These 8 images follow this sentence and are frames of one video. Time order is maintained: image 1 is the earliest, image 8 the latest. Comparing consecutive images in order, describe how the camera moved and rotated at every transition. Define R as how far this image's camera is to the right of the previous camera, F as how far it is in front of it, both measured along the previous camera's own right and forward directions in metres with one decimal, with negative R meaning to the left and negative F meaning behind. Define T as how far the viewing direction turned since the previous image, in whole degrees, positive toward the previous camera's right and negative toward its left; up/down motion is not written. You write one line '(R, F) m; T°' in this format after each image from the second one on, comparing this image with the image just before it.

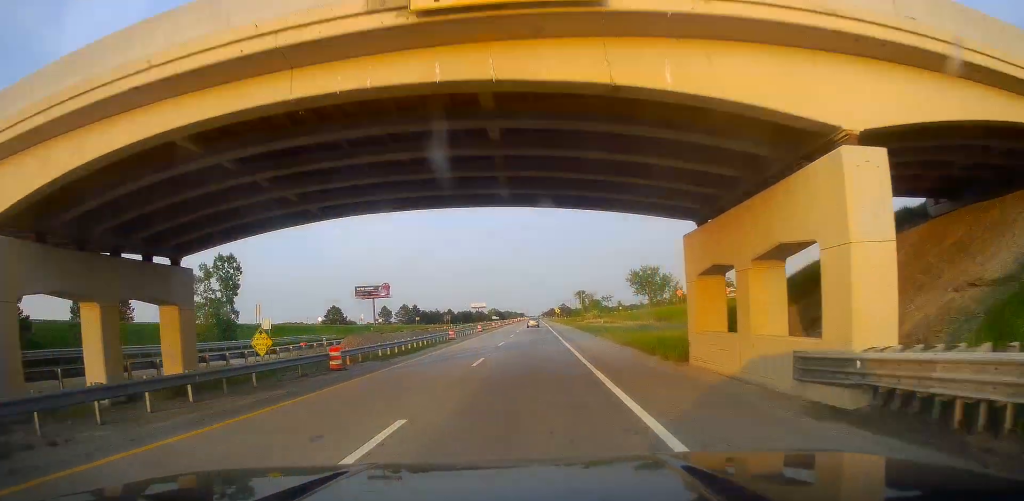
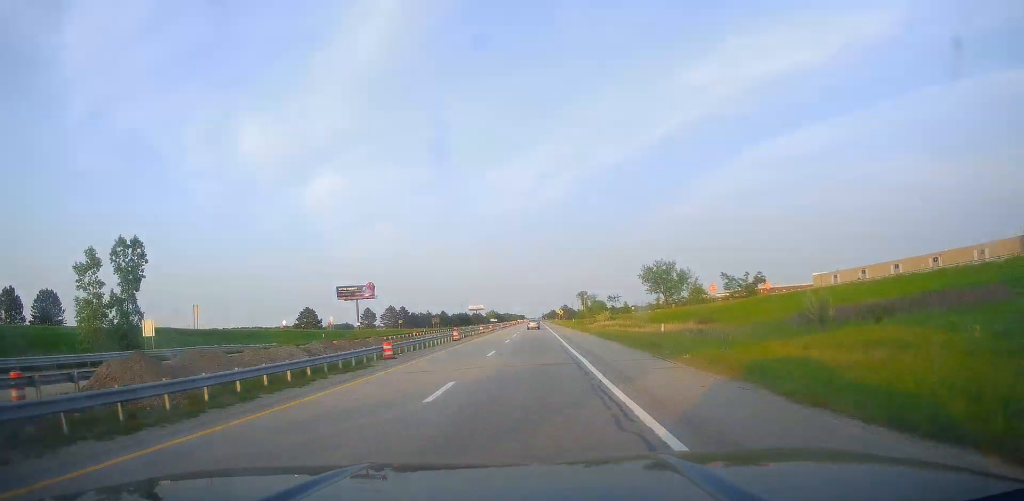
(0.0, +24.1) m; -1°
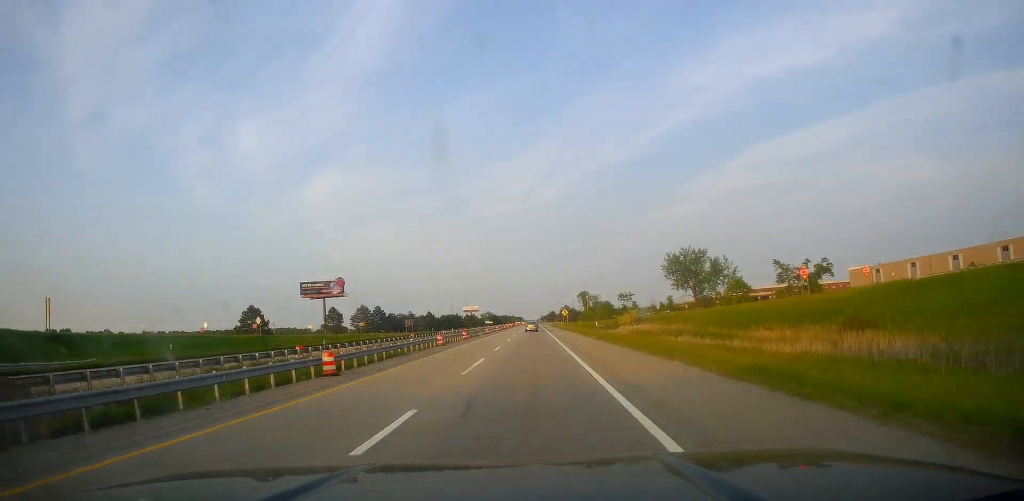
(-0.3, +35.4) m; -1°
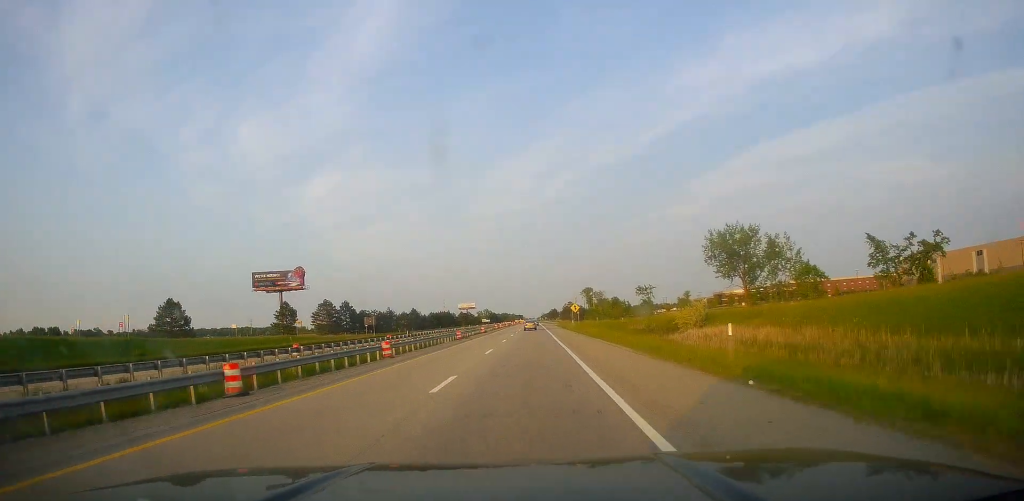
(-0.2, +35.2) m; 0°
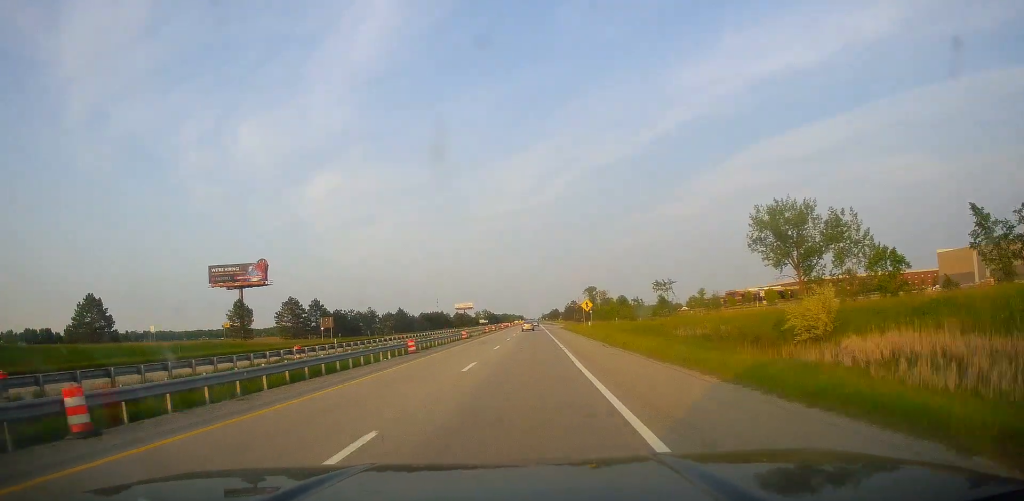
(+0.1, +23.8) m; +1°
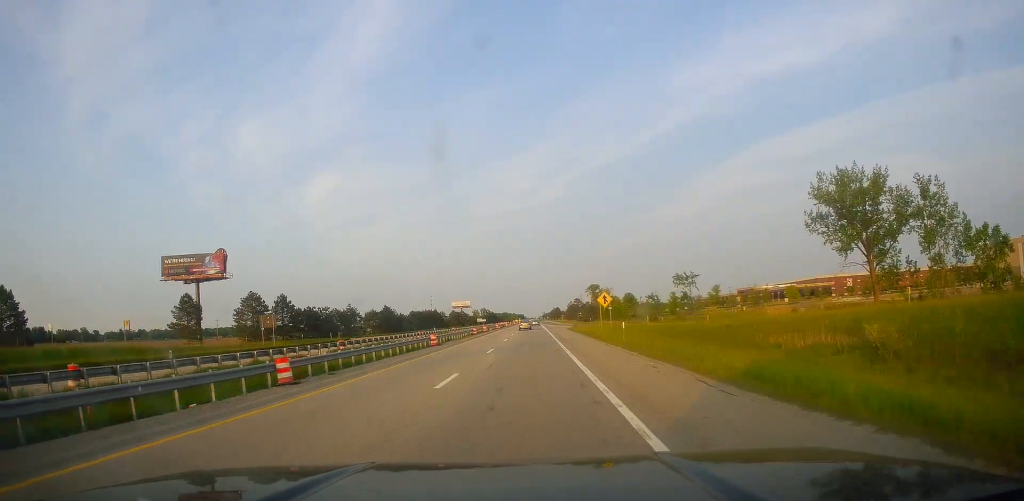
(+0.2, +20.4) m; +1°
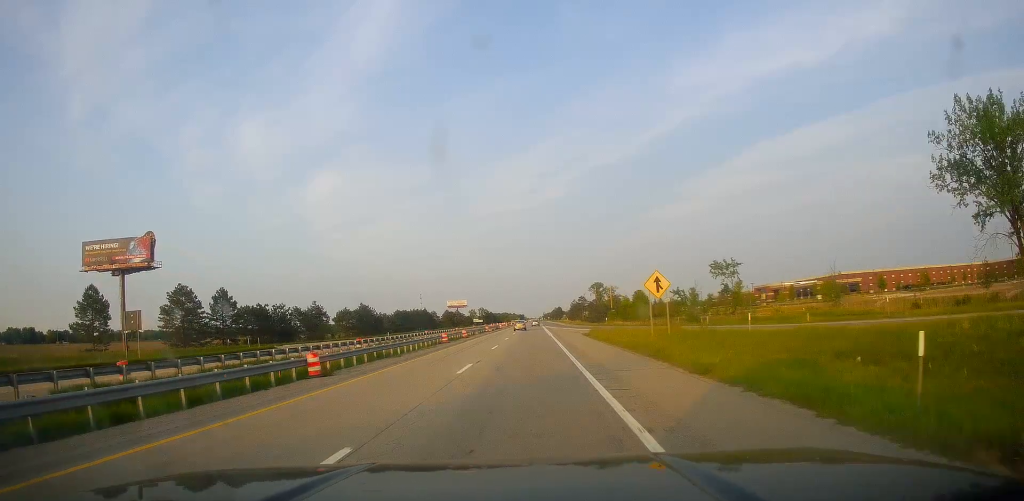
(0.0, +26.1) m; 0°
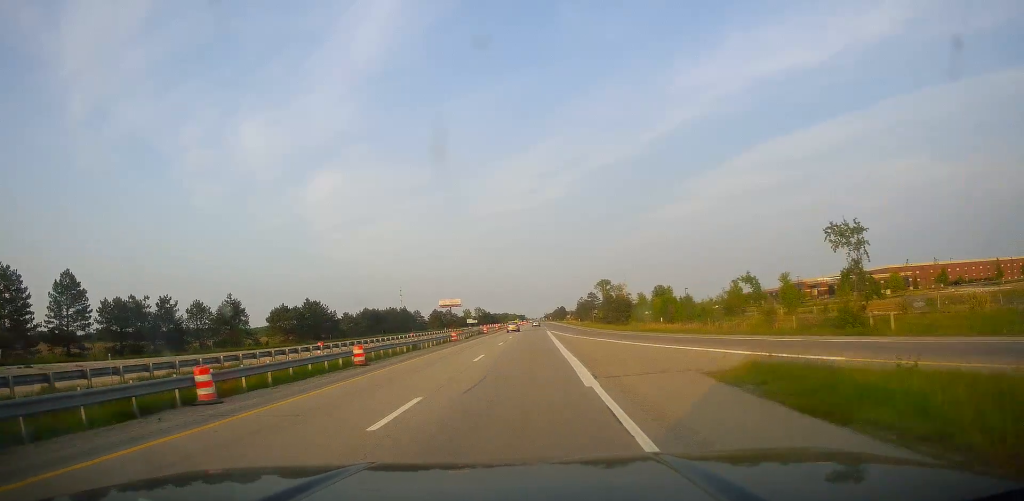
(0.0, +39.9) m; -1°
